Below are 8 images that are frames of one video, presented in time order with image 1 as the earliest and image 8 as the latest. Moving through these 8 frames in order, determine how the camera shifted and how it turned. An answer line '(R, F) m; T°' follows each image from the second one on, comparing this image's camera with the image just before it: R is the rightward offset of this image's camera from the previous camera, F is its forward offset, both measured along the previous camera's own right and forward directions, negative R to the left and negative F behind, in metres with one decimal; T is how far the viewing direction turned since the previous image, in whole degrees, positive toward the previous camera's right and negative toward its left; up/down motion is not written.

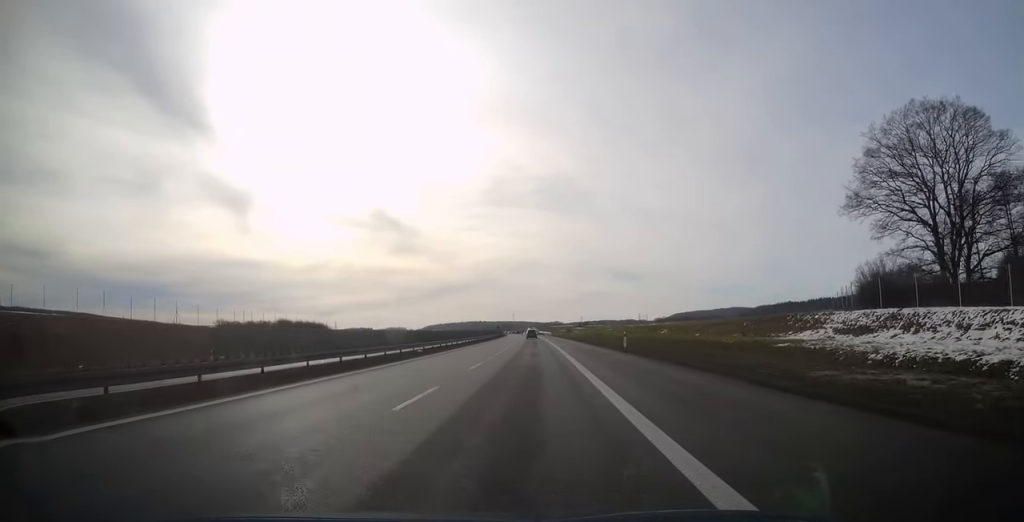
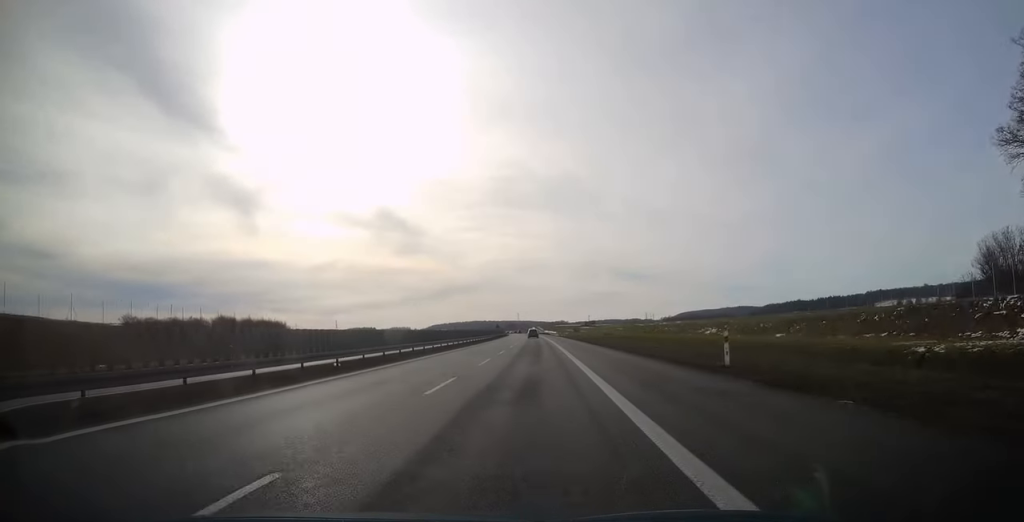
(-0.1, +20.9) m; 0°
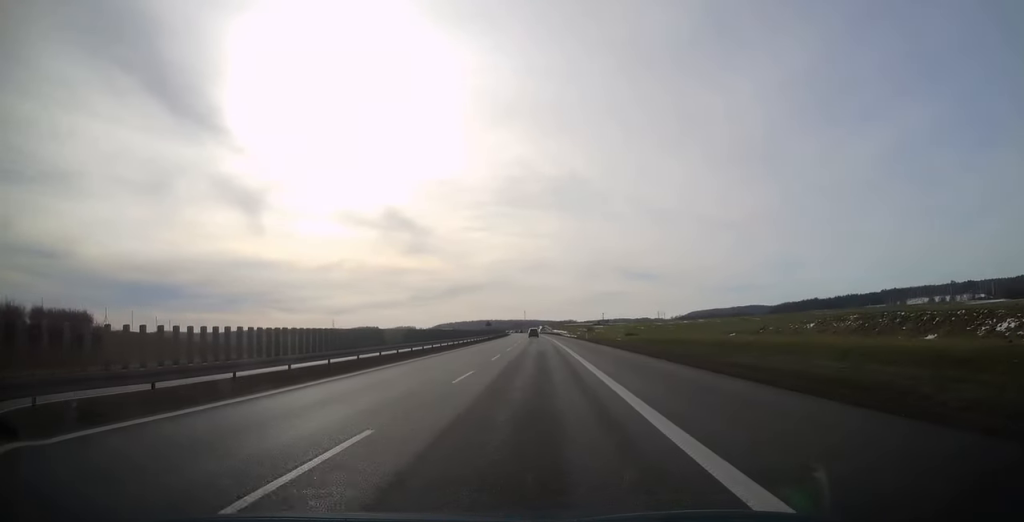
(-0.4, +45.9) m; -1°
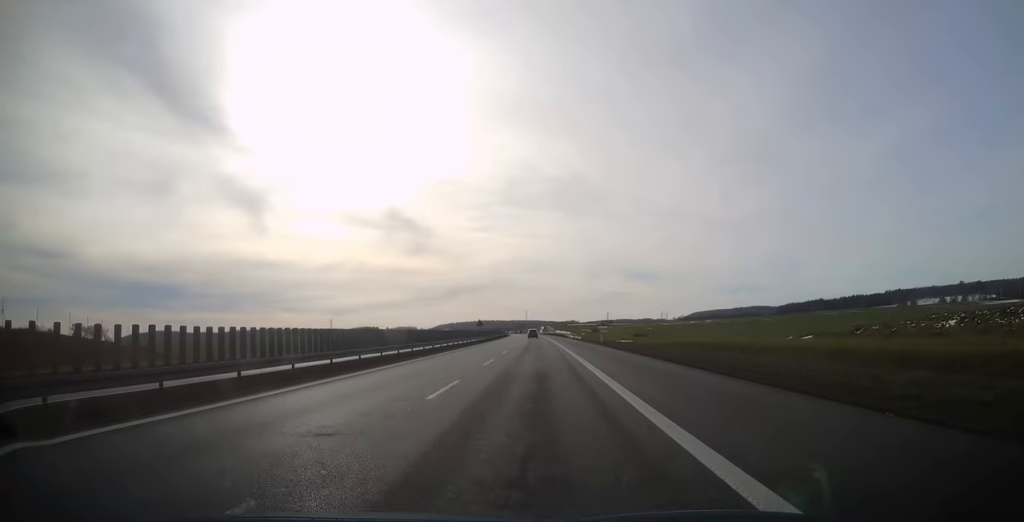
(-0.1, +15.8) m; 0°
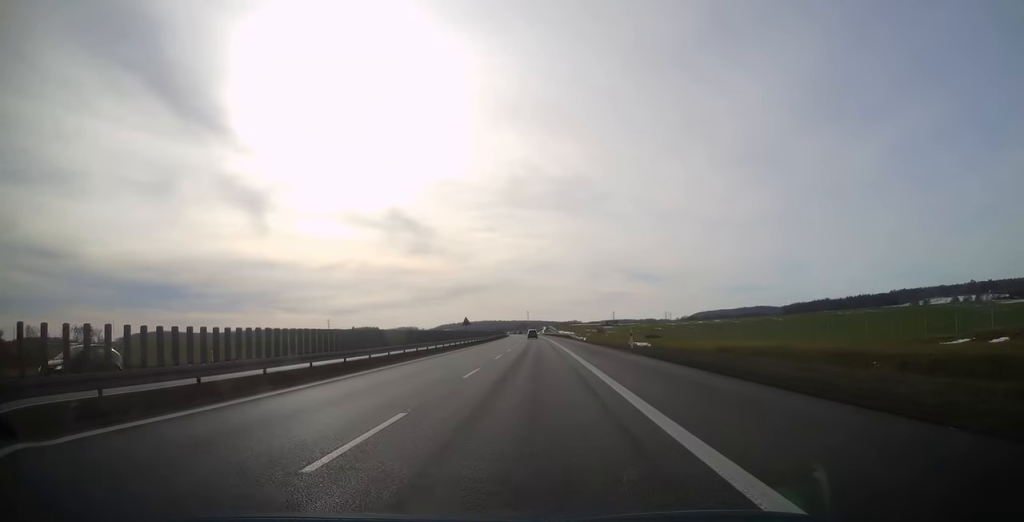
(0.0, +18.4) m; 0°
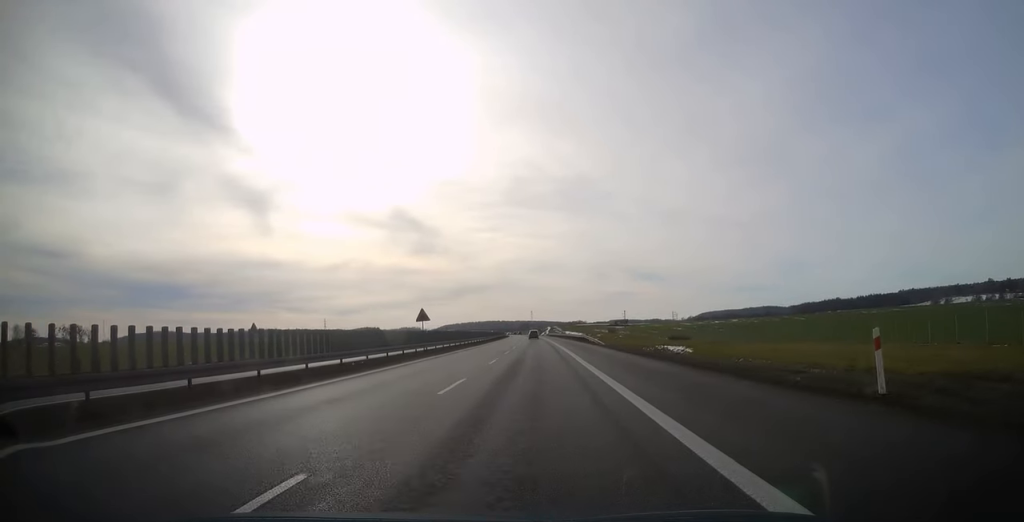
(0.0, +28.5) m; 0°
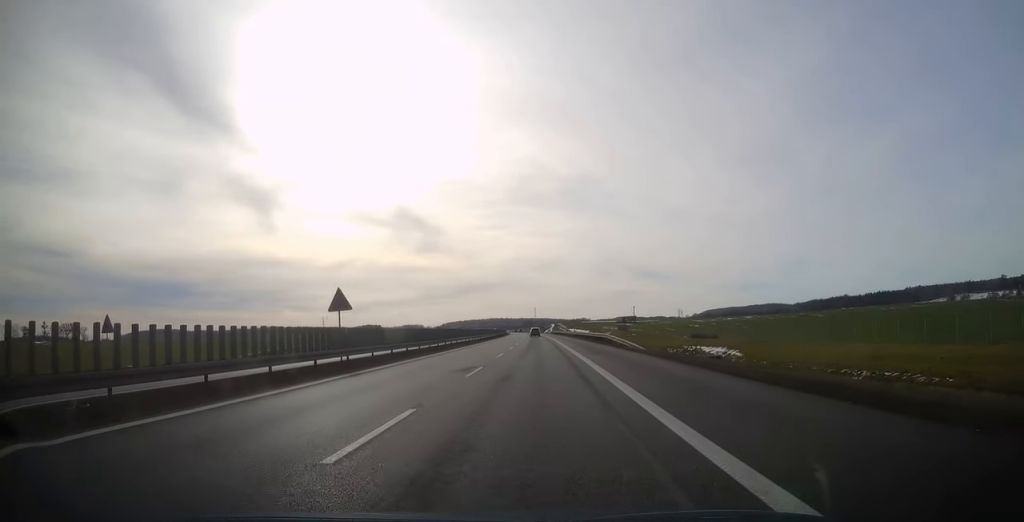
(-0.1, +19.3) m; 0°
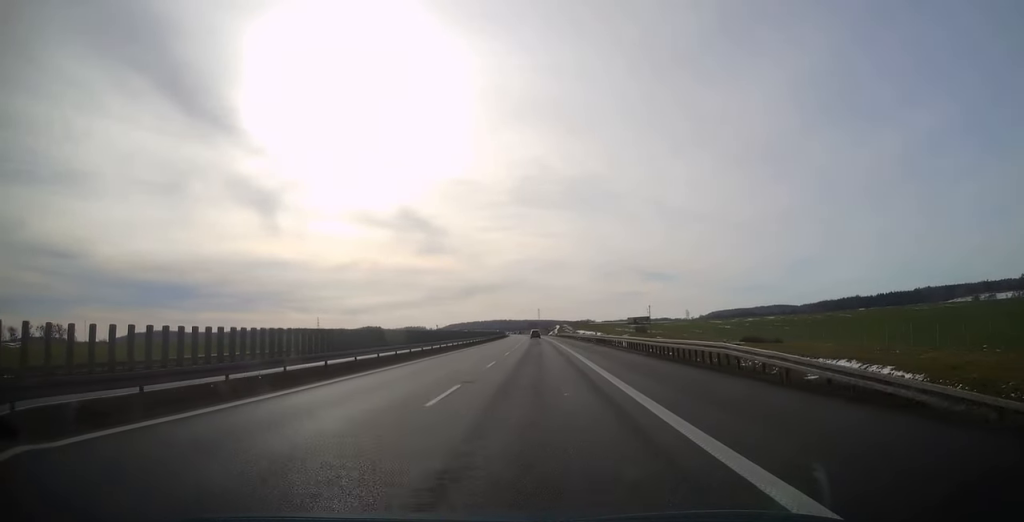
(-0.2, +31.0) m; 0°
